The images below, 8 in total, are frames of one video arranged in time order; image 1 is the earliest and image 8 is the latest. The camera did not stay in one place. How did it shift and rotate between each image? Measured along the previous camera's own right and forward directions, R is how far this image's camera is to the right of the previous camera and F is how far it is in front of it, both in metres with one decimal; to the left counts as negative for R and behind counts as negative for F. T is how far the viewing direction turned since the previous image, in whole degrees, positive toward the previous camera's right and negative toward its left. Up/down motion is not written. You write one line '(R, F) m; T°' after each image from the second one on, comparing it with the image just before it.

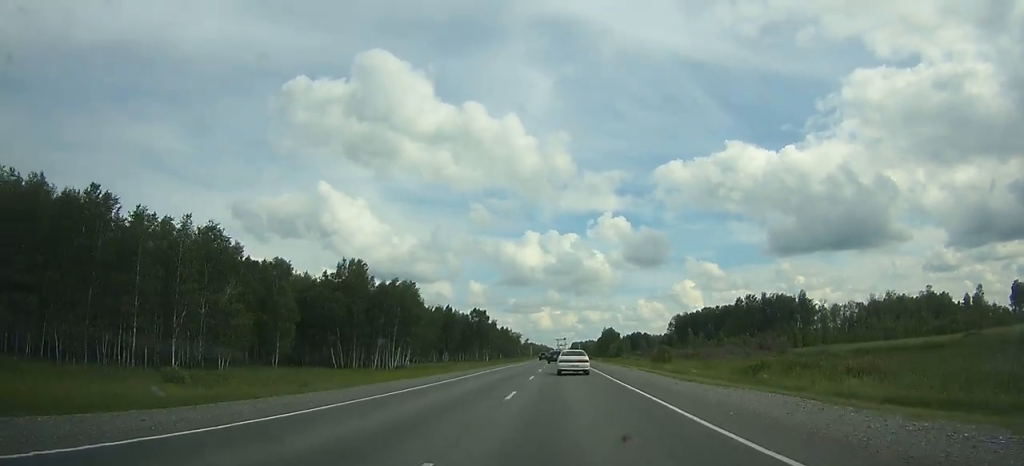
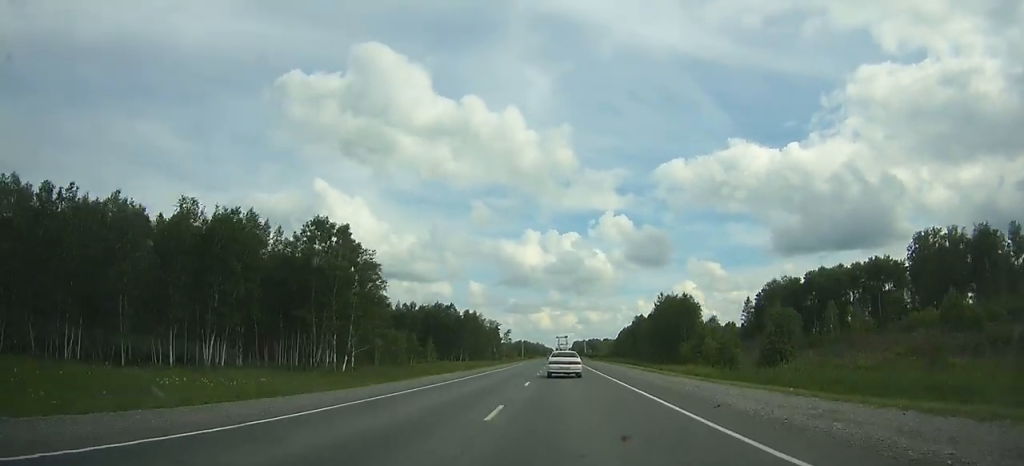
(-0.2, +133.6) m; 0°
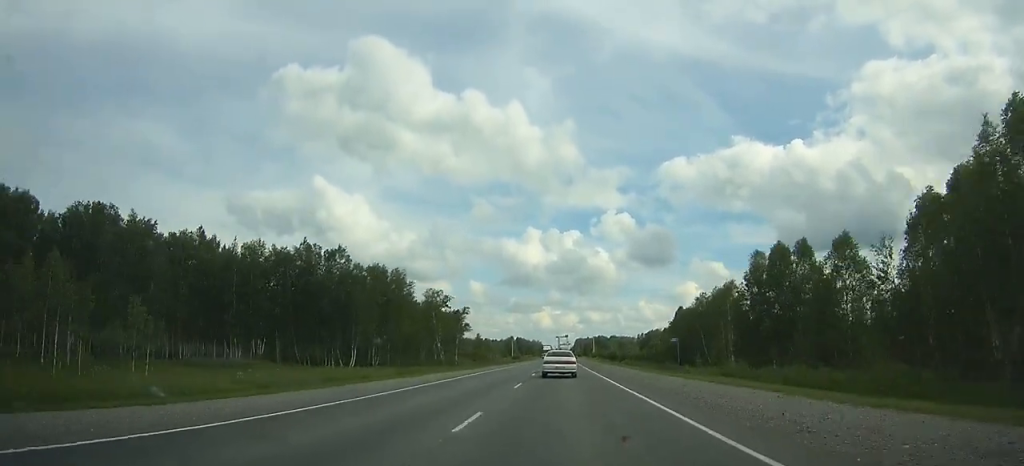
(0.0, +109.5) m; 0°
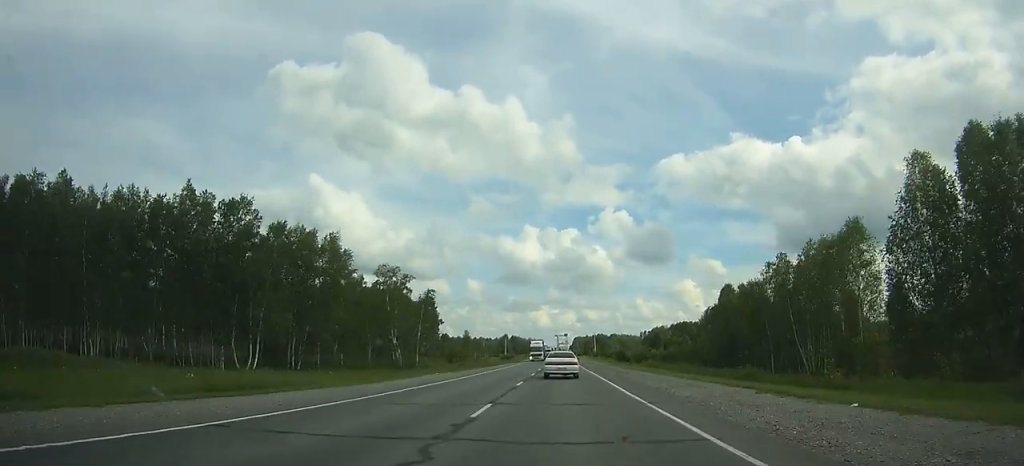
(+0.1, +33.6) m; 0°
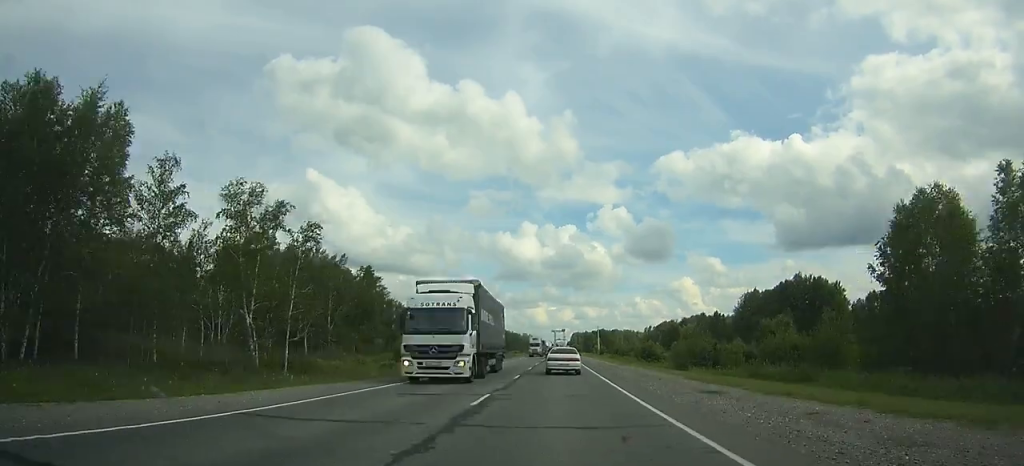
(0.0, +45.3) m; 0°
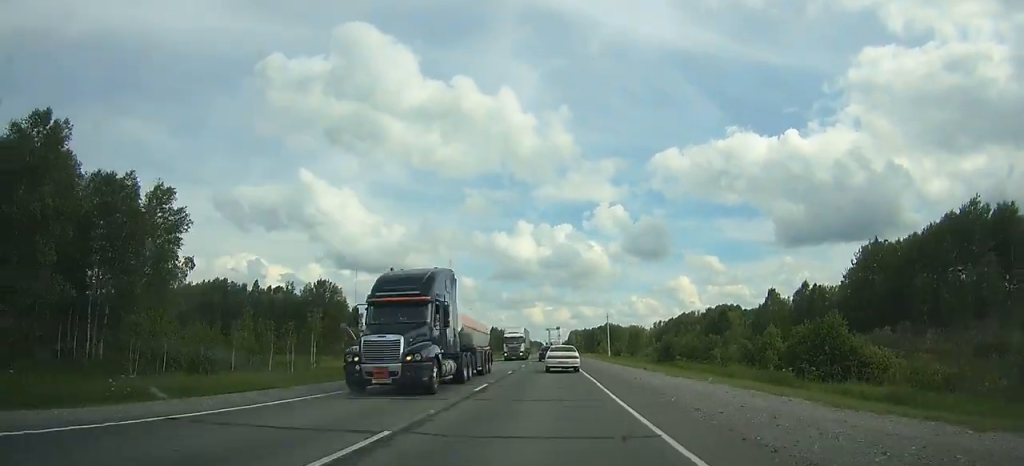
(+0.2, +64.5) m; 0°
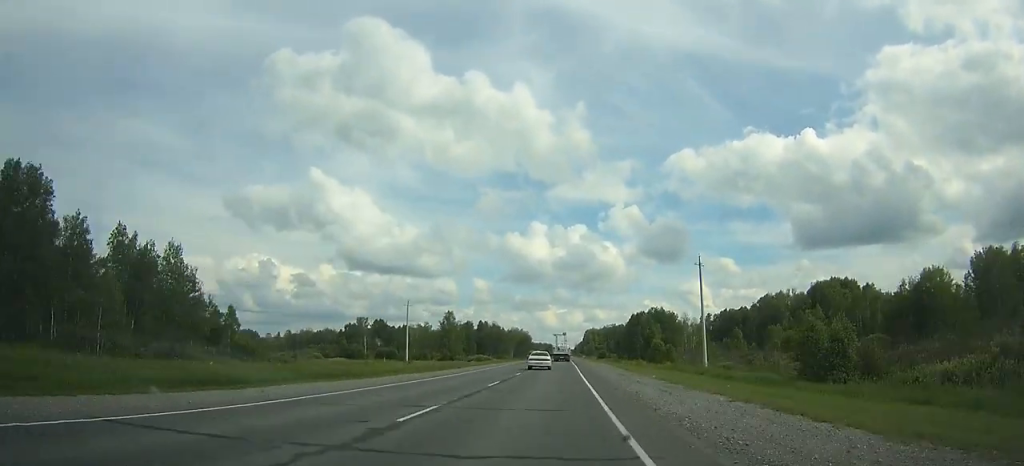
(-0.4, +115.1) m; -1°
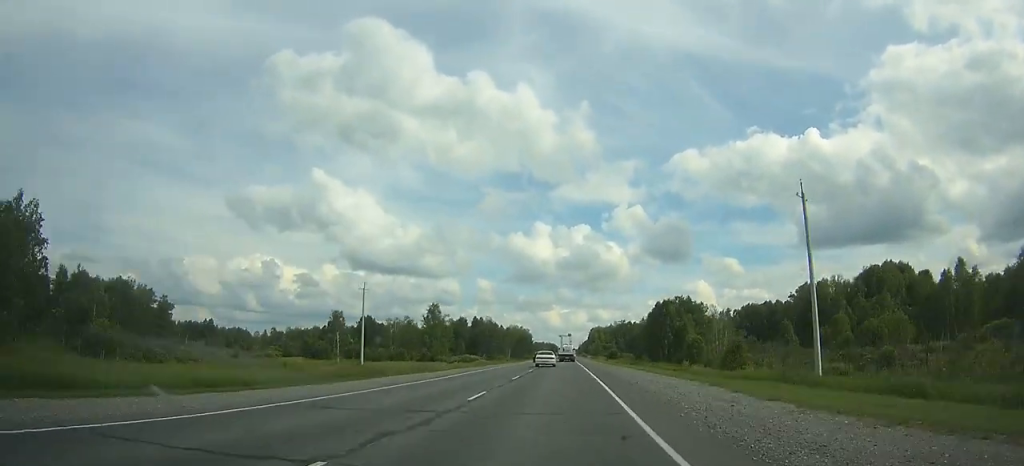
(-0.2, +32.0) m; 0°
